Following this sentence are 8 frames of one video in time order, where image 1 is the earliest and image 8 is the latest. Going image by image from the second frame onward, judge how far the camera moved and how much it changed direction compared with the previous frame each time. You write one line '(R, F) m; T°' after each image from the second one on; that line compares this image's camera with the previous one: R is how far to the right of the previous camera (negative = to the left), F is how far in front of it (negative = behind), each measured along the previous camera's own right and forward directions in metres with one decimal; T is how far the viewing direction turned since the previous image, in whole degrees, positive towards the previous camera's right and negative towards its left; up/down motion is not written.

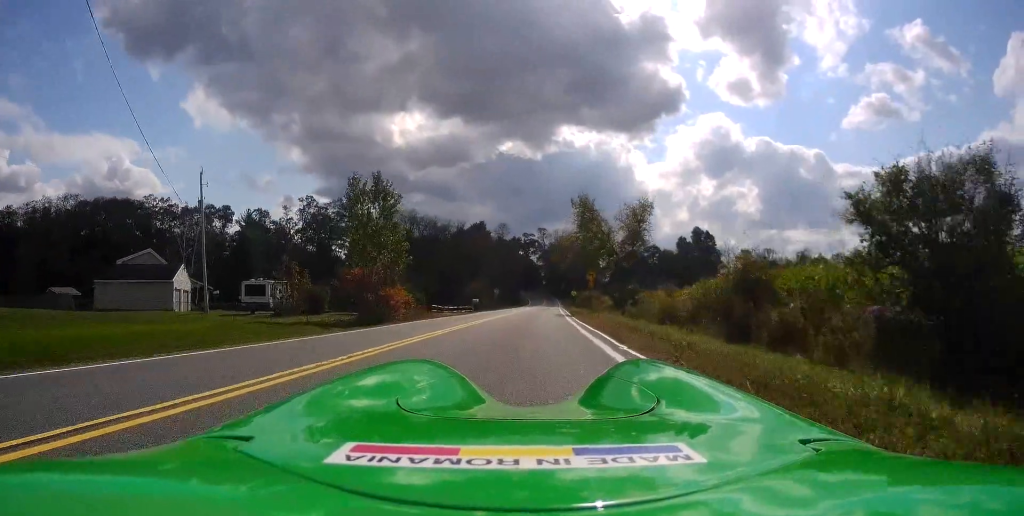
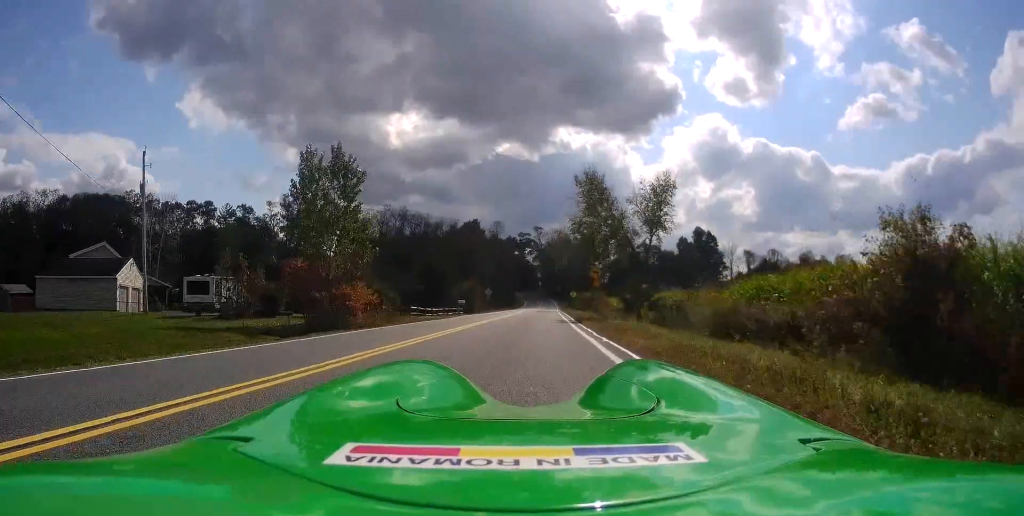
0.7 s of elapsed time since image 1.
(+0.2, +8.1) m; +1°
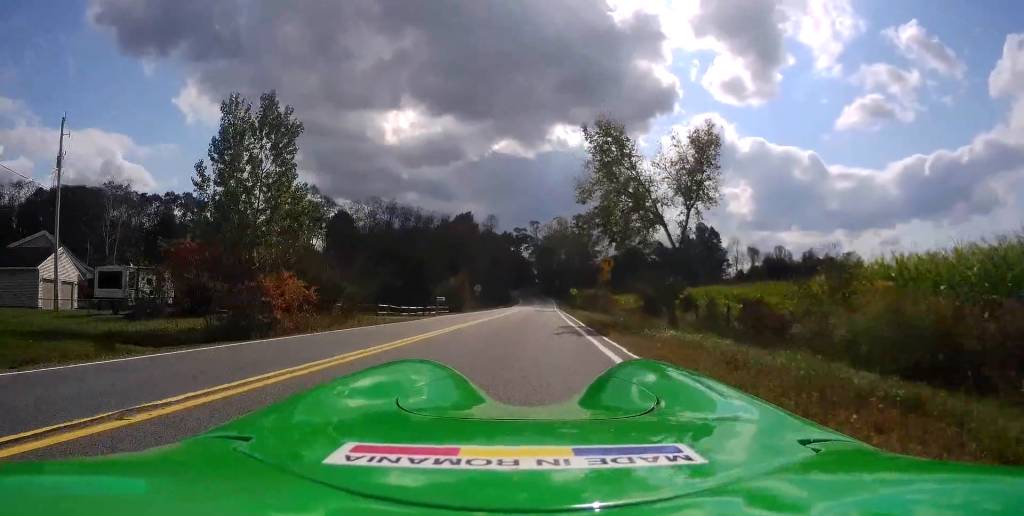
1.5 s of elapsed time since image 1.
(0.0, +8.9) m; -2°
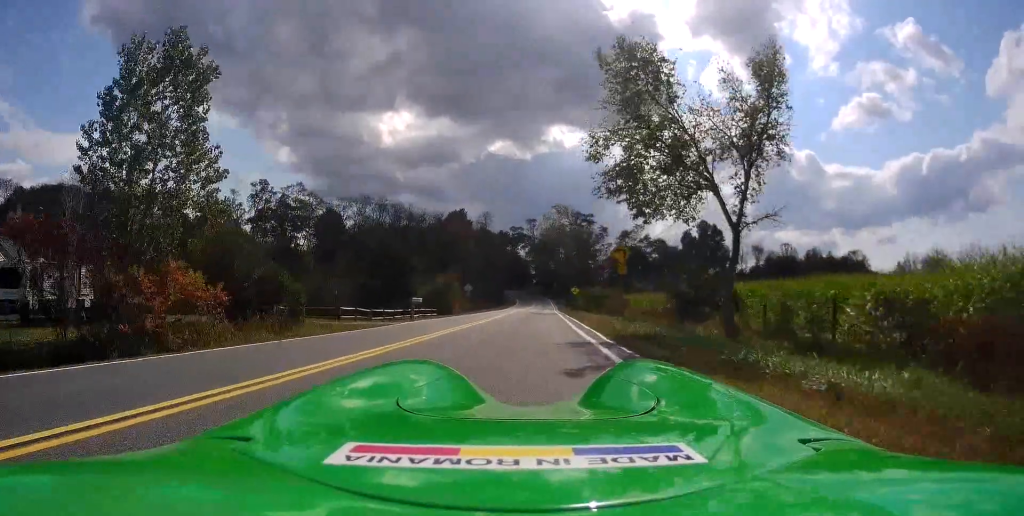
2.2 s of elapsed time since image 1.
(-0.3, +7.4) m; 0°
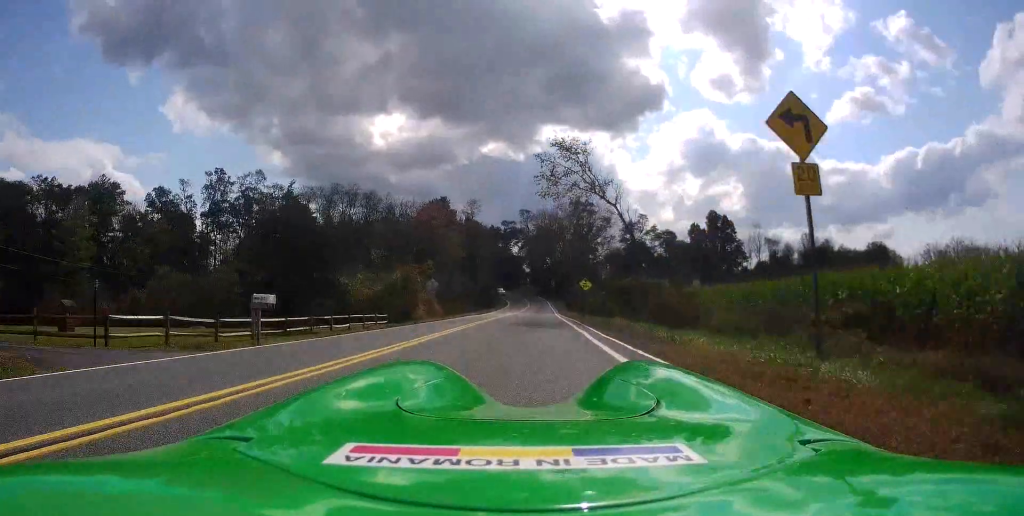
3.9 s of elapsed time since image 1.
(+0.4, +19.5) m; +3°
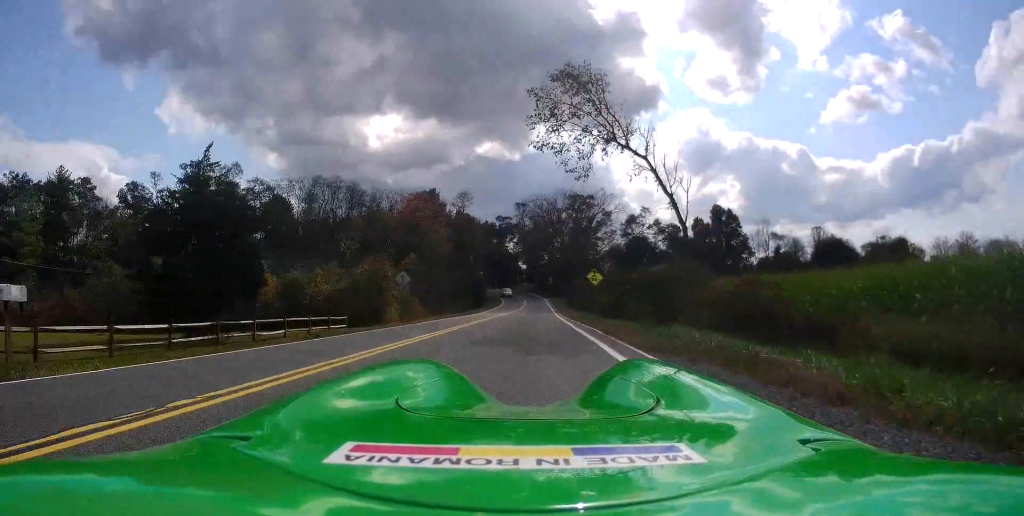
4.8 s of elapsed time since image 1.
(0.0, +9.3) m; 0°
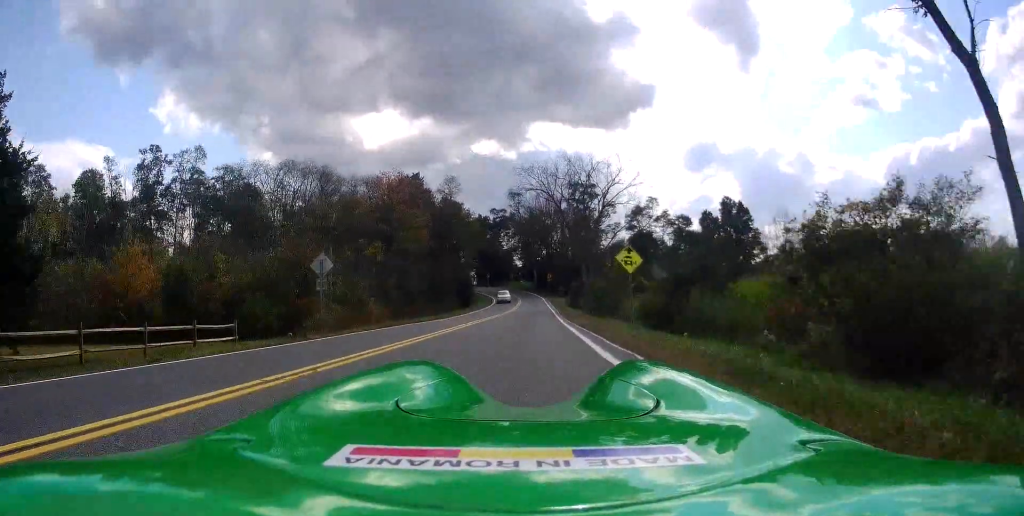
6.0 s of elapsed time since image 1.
(+0.2, +14.2) m; +1°
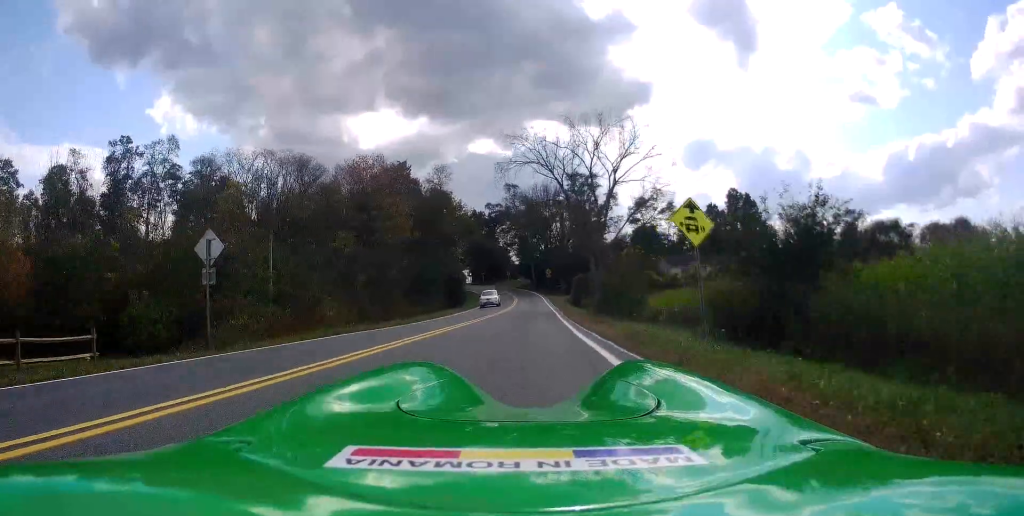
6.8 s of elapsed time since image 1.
(+0.1, +8.6) m; 0°
